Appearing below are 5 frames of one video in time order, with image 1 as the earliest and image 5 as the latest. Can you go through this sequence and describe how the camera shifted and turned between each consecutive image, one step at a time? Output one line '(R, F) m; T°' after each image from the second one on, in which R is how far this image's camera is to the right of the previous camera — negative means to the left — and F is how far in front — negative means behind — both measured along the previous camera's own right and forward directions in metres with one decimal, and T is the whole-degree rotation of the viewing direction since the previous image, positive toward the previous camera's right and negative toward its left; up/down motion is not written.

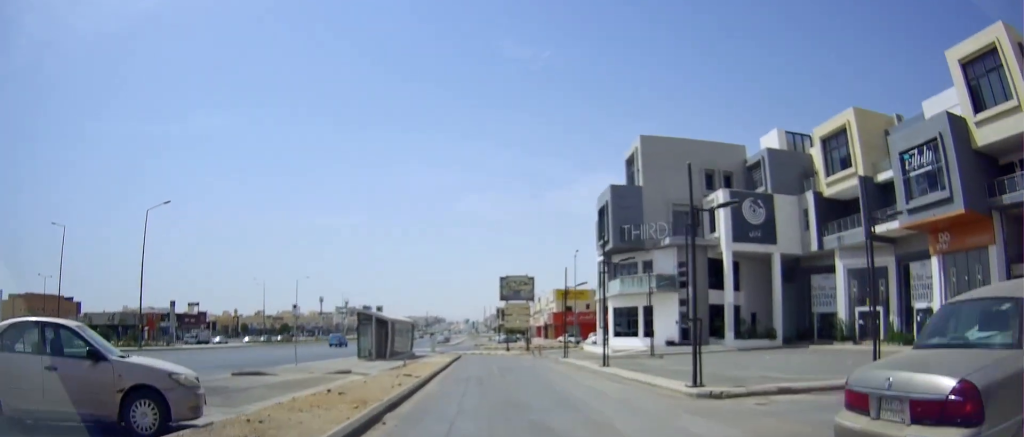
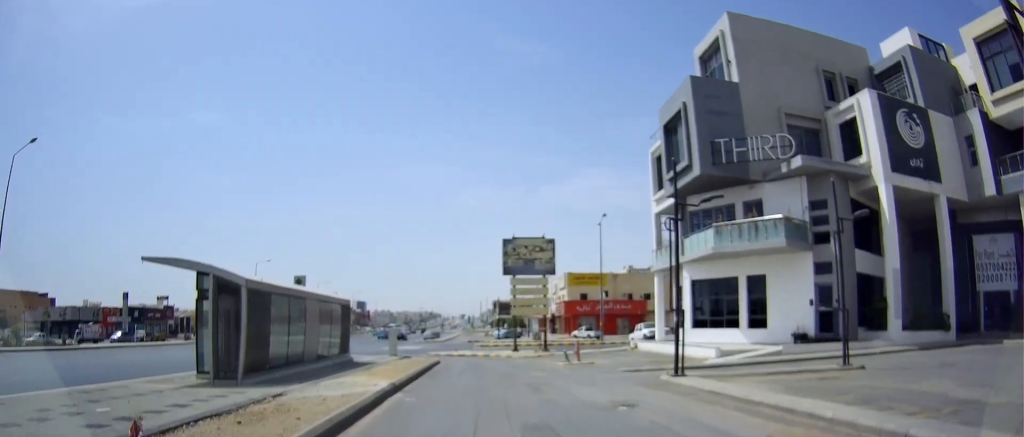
(-0.2, +21.1) m; 0°
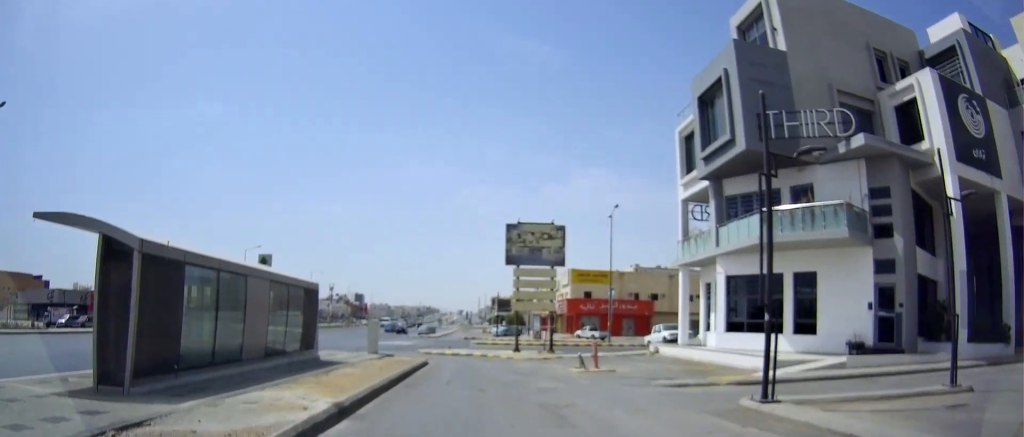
(0.0, +4.9) m; +1°
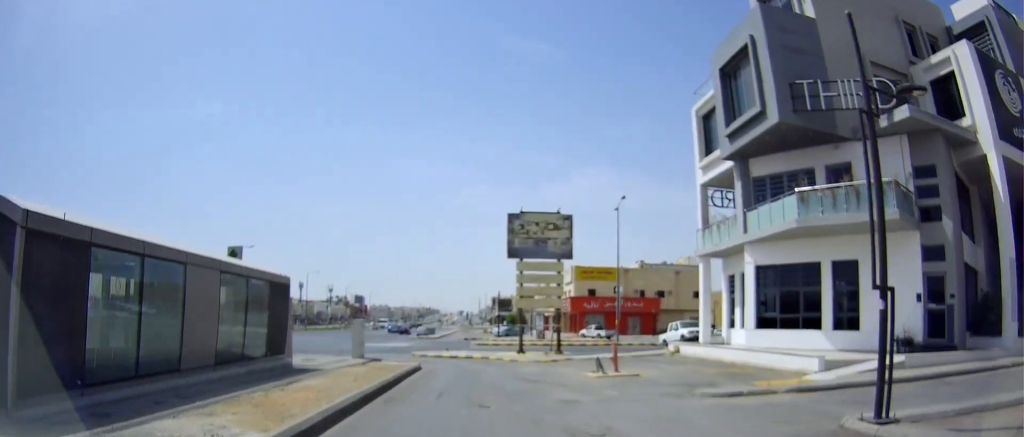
(0.0, +3.3) m; +2°
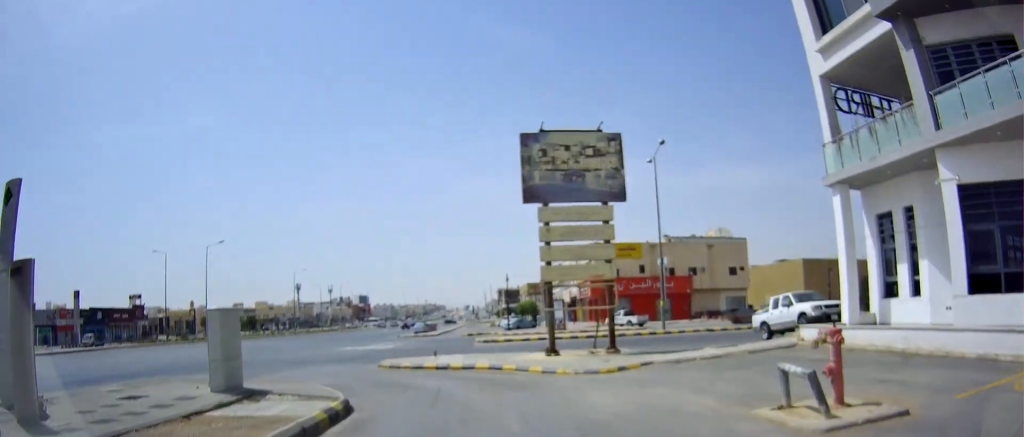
(+0.3, +14.2) m; -3°
